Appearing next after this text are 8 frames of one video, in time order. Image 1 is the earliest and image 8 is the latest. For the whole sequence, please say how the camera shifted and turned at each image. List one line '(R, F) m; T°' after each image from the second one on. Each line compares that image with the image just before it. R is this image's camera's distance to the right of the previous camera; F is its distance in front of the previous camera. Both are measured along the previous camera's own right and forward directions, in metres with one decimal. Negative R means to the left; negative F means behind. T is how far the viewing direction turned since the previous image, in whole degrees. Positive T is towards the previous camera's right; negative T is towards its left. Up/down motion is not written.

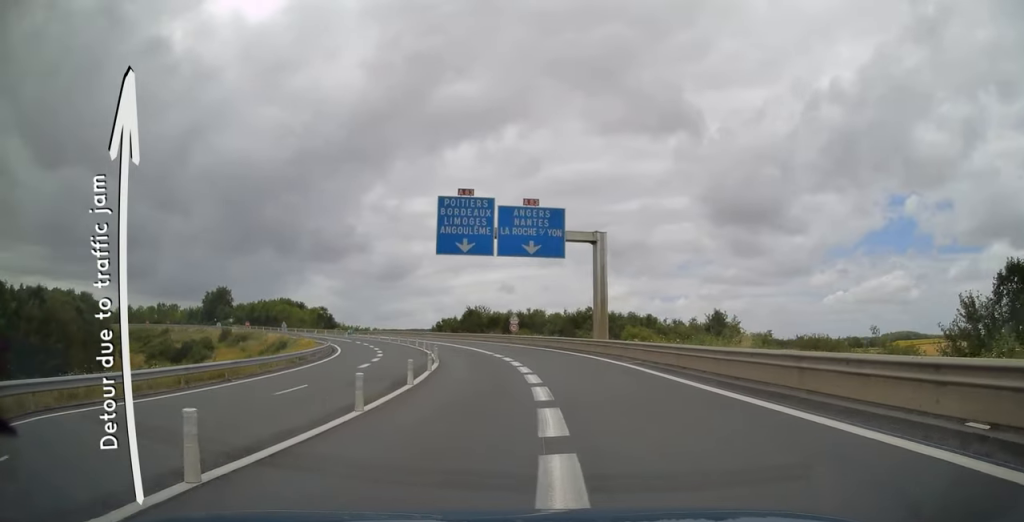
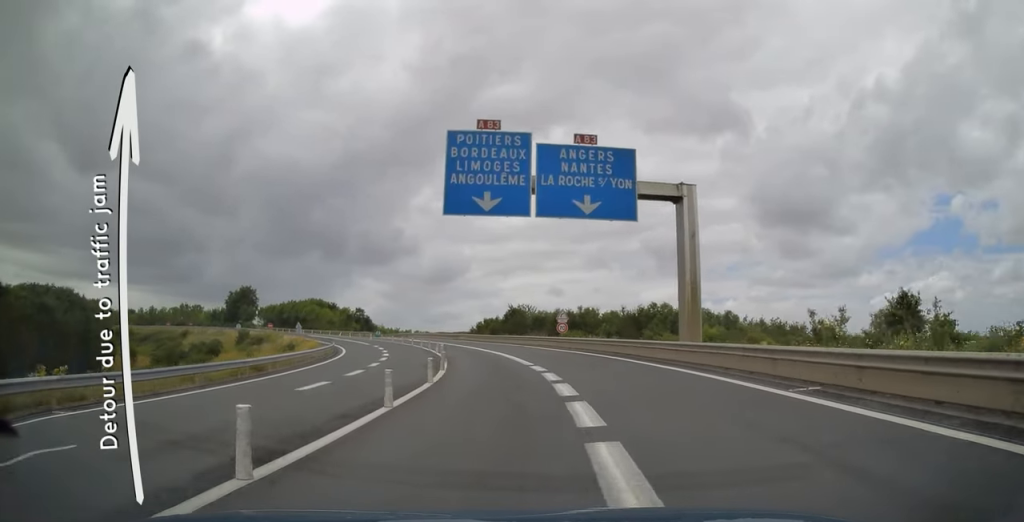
(-0.2, +12.5) m; -4°
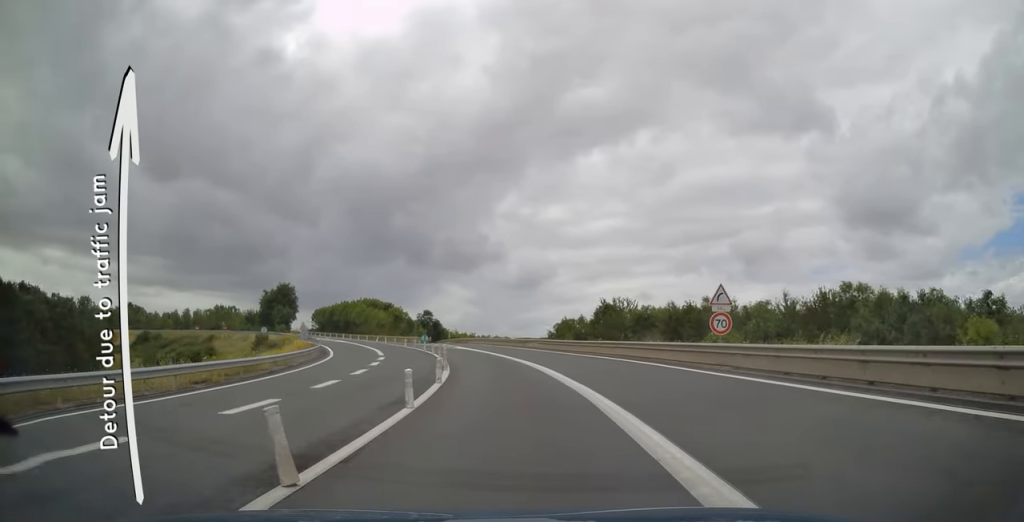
(-2.1, +25.8) m; -9°
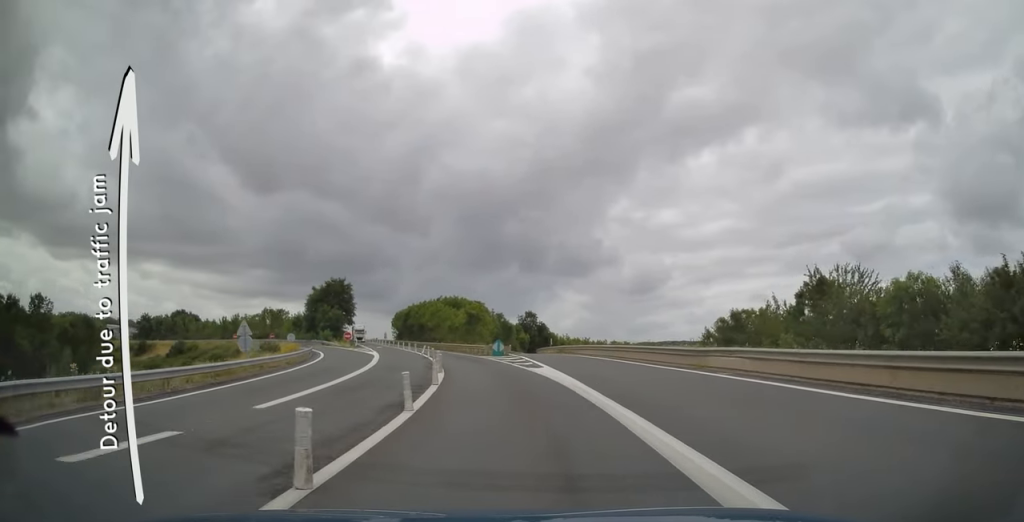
(-3.3, +31.7) m; -11°
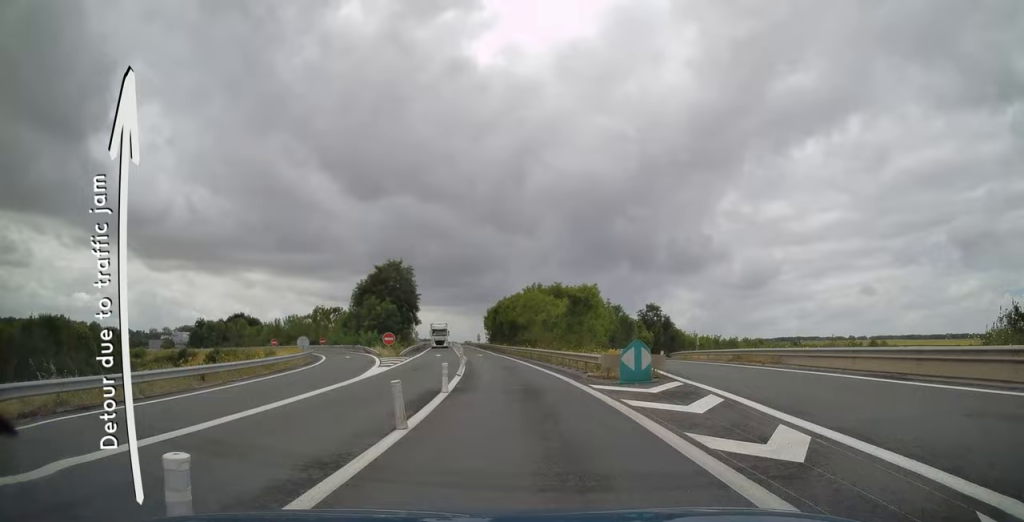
(-2.4, +28.0) m; -10°
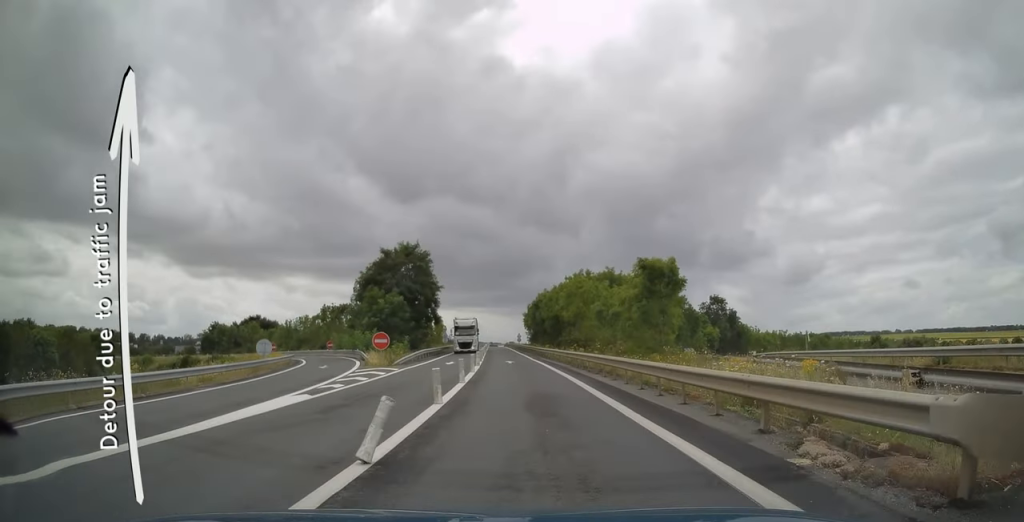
(-0.7, +15.6) m; -5°
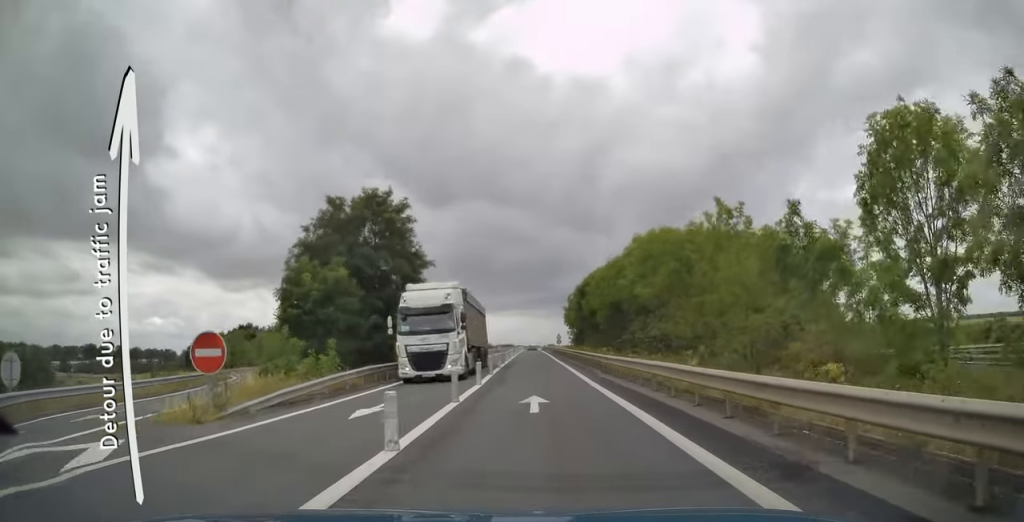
(-1.8, +23.9) m; -6°
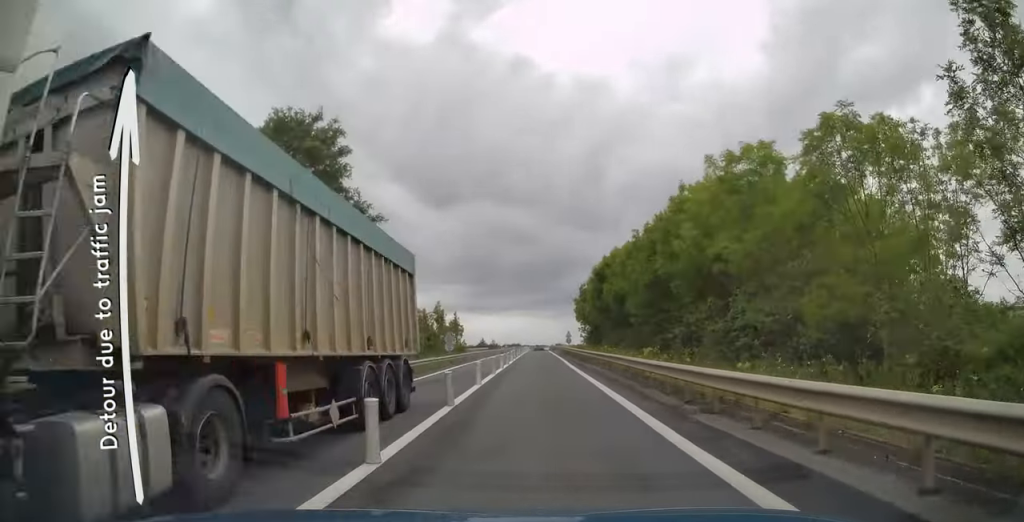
(-0.3, +13.2) m; -2°
